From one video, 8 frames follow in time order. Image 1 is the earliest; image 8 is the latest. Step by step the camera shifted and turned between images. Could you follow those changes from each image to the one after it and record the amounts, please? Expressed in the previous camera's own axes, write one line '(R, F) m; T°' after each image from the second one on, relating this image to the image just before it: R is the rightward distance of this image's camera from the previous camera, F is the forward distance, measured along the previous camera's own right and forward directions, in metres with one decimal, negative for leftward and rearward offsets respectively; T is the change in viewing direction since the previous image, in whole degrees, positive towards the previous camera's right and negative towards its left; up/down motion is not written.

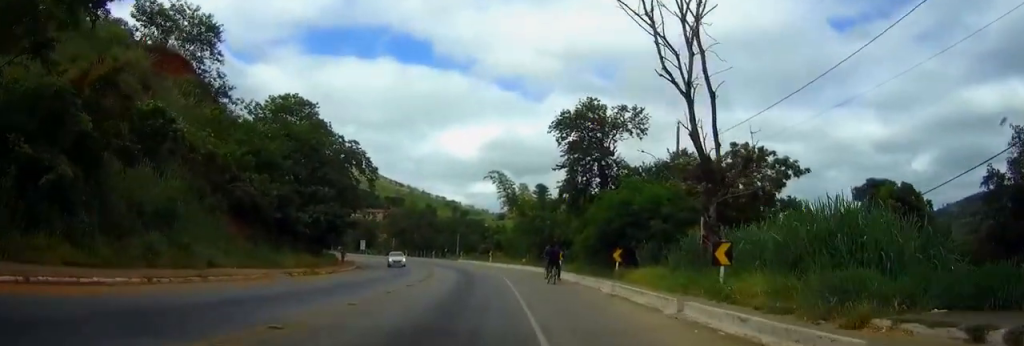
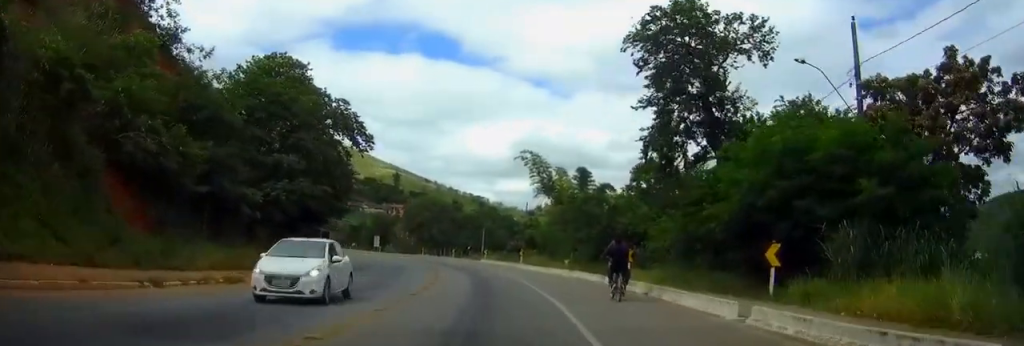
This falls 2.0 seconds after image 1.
(0.0, +16.8) m; -1°
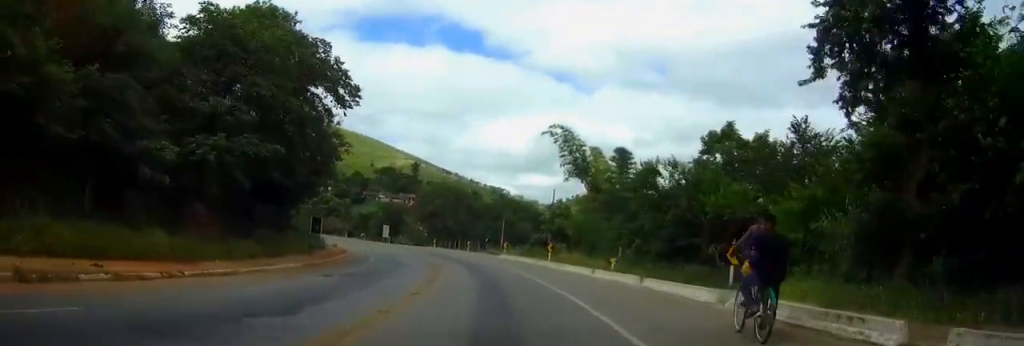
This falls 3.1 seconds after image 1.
(-0.1, +11.8) m; -2°
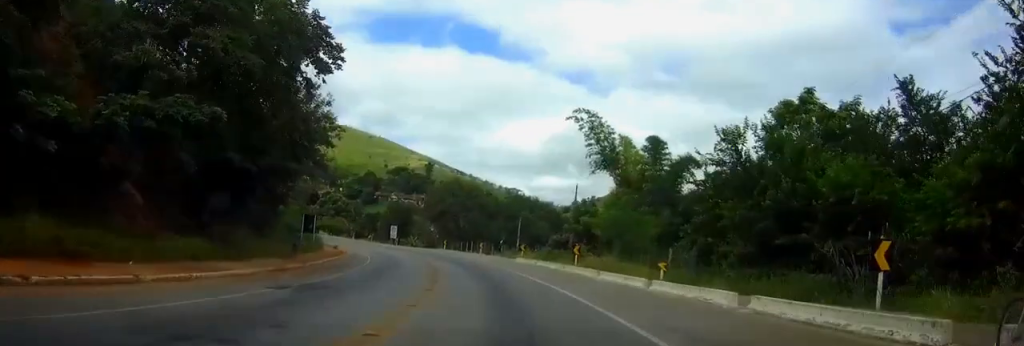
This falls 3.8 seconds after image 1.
(-0.1, +7.8) m; -1°
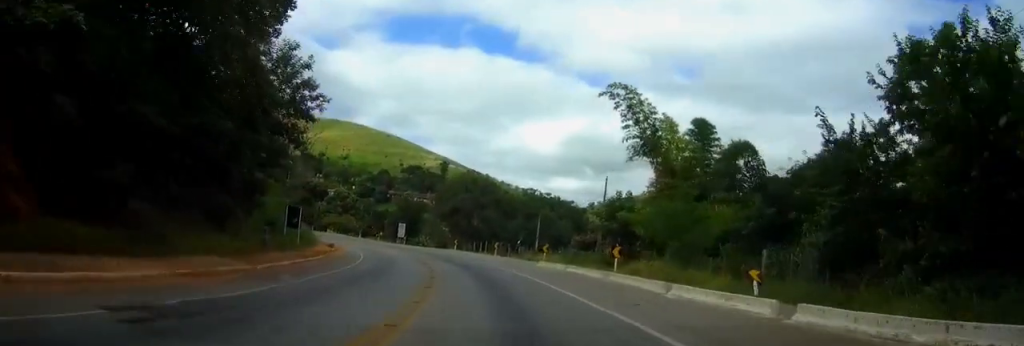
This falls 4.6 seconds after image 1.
(-0.1, +9.0) m; -1°
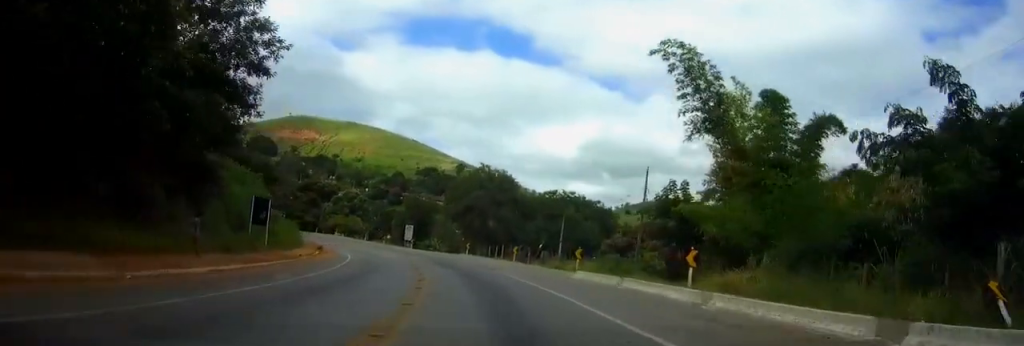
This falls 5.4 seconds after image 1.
(-0.1, +10.5) m; -1°
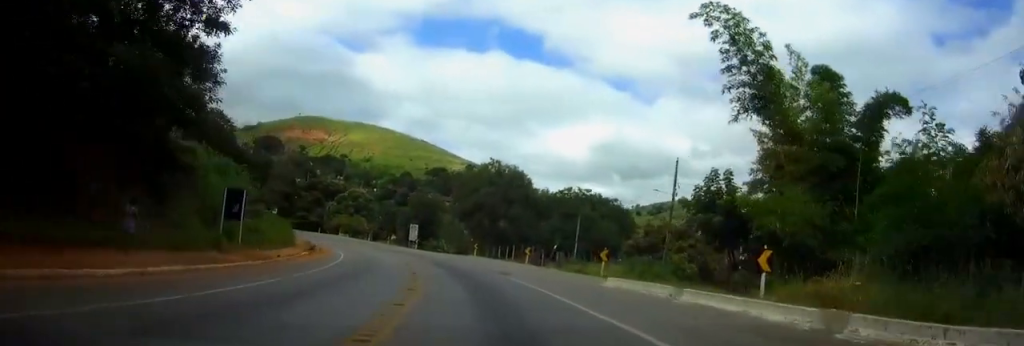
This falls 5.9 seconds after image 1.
(0.0, +5.8) m; -1°
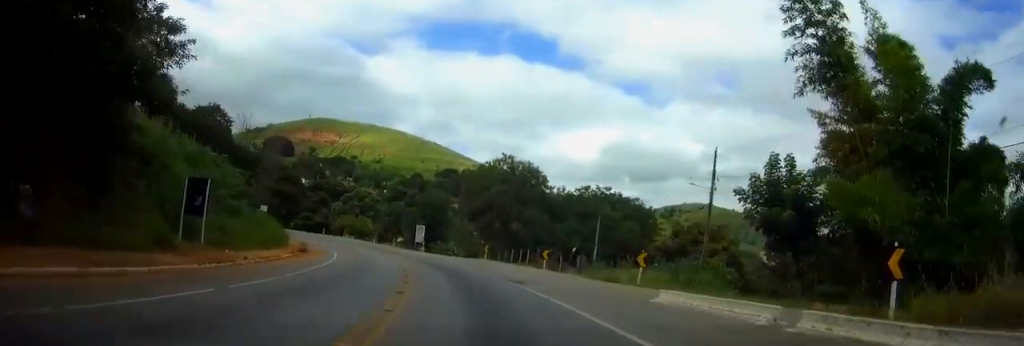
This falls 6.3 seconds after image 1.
(+0.1, +5.9) m; -1°
